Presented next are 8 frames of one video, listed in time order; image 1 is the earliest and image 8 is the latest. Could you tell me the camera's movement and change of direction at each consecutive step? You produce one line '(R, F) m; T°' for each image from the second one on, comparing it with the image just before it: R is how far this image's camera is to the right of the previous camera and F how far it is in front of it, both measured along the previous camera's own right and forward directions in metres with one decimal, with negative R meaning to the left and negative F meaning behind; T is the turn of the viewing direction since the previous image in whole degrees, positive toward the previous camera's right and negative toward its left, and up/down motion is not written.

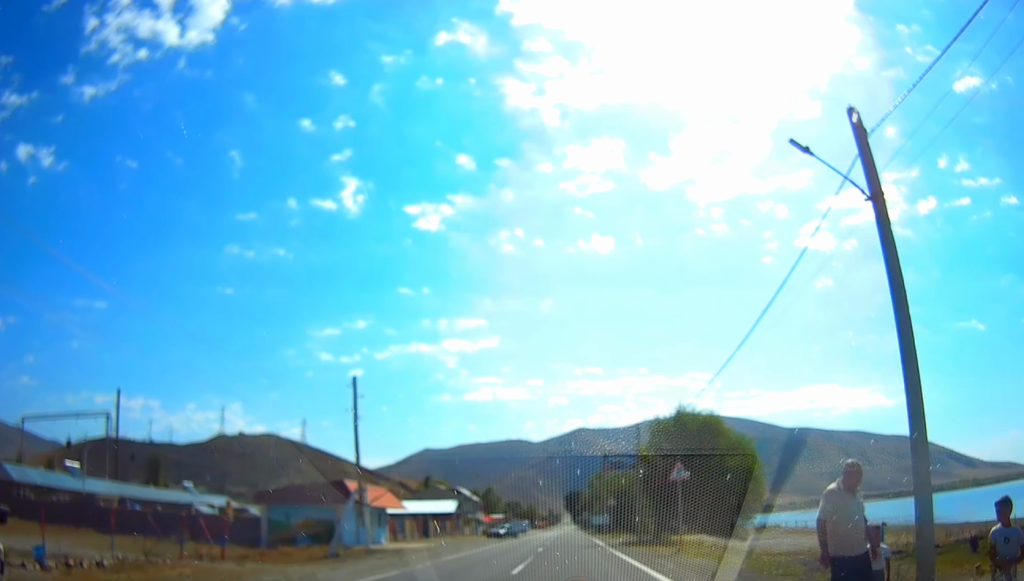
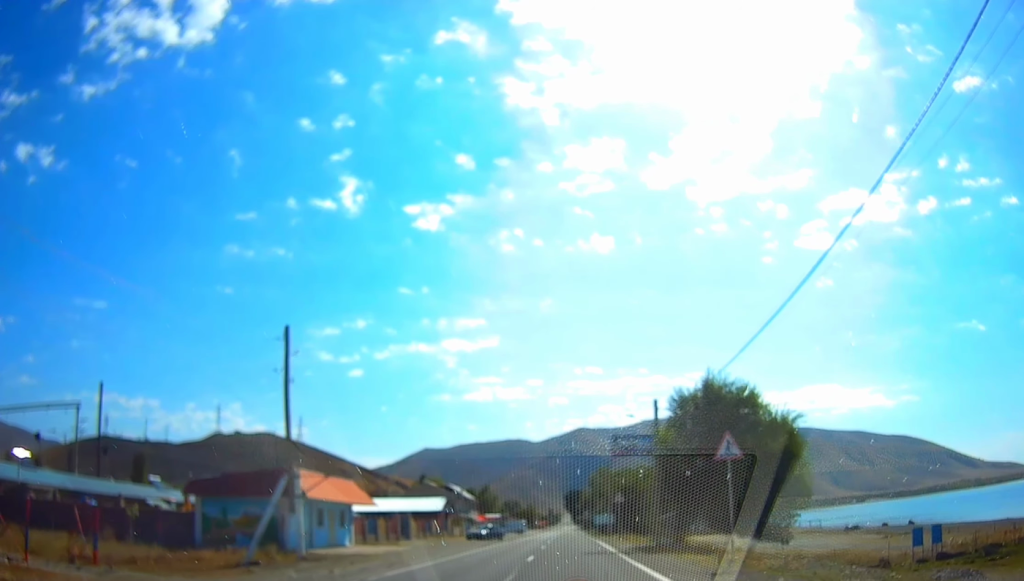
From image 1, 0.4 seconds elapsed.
(0.0, +8.5) m; 0°
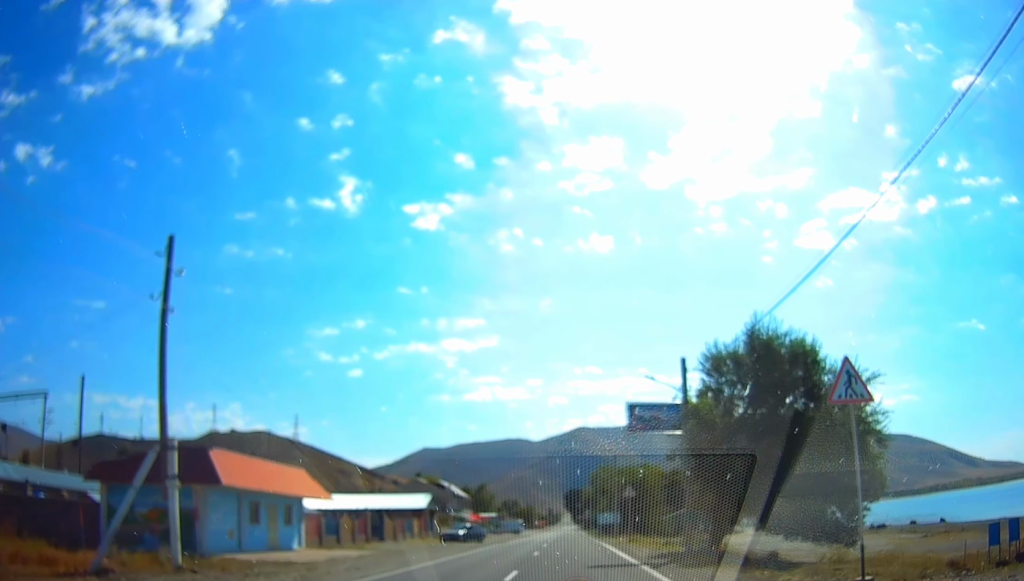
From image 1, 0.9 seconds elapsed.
(0.0, +8.1) m; 0°
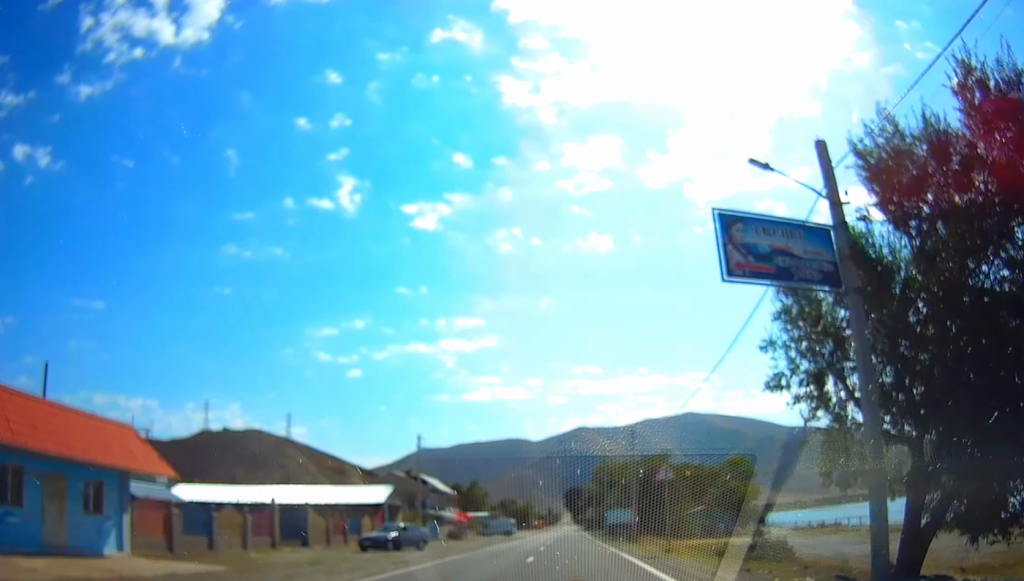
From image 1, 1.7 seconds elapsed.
(0.0, +14.7) m; 0°
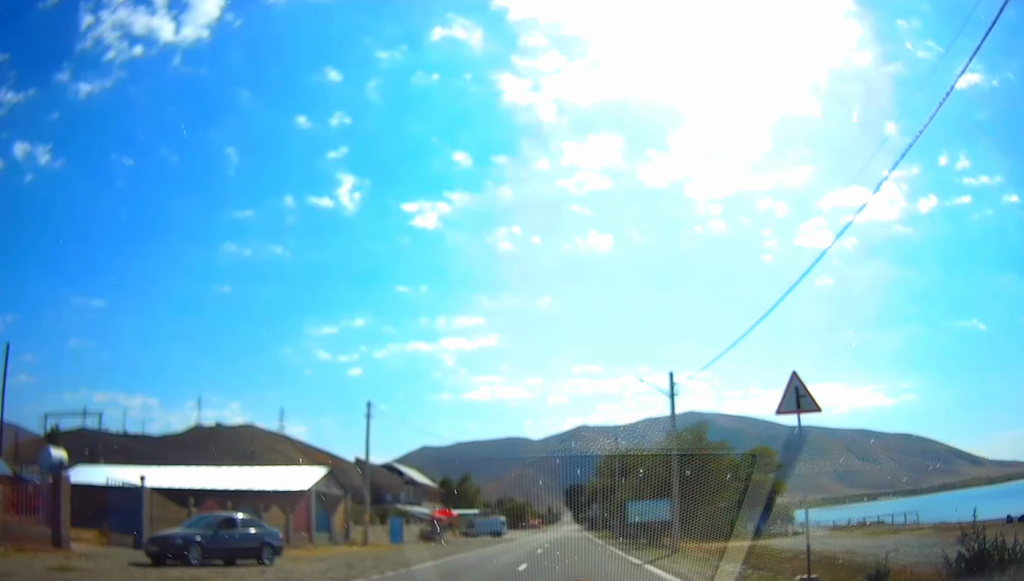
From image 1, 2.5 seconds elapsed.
(0.0, +15.4) m; 0°
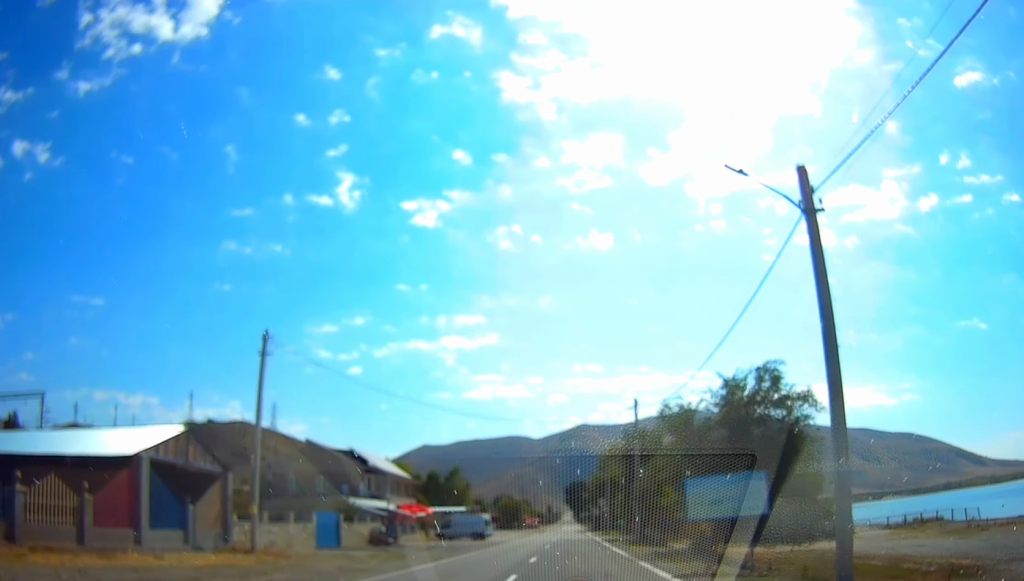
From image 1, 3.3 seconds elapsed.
(0.0, +15.5) m; 0°
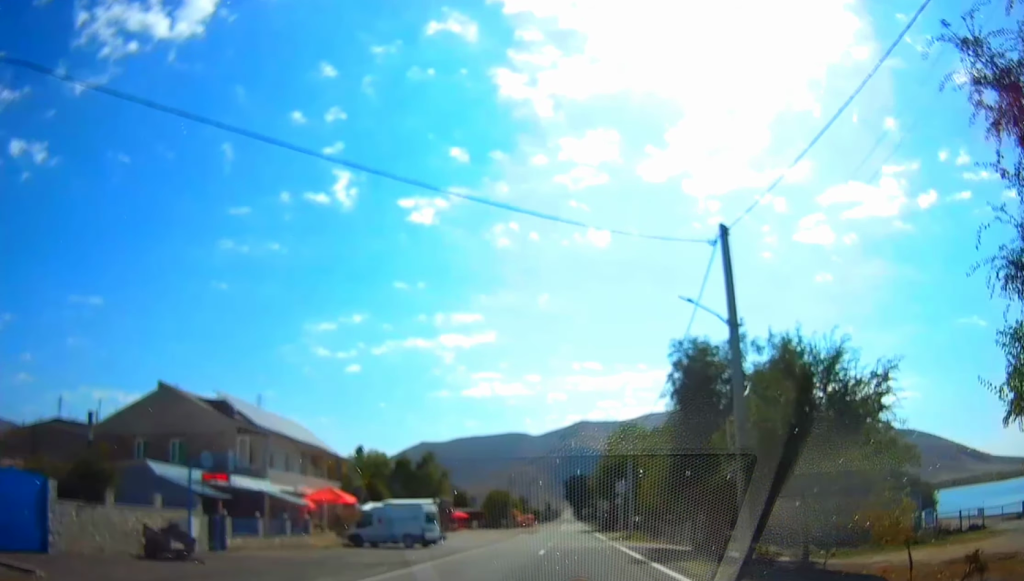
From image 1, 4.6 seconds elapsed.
(0.0, +25.7) m; 0°
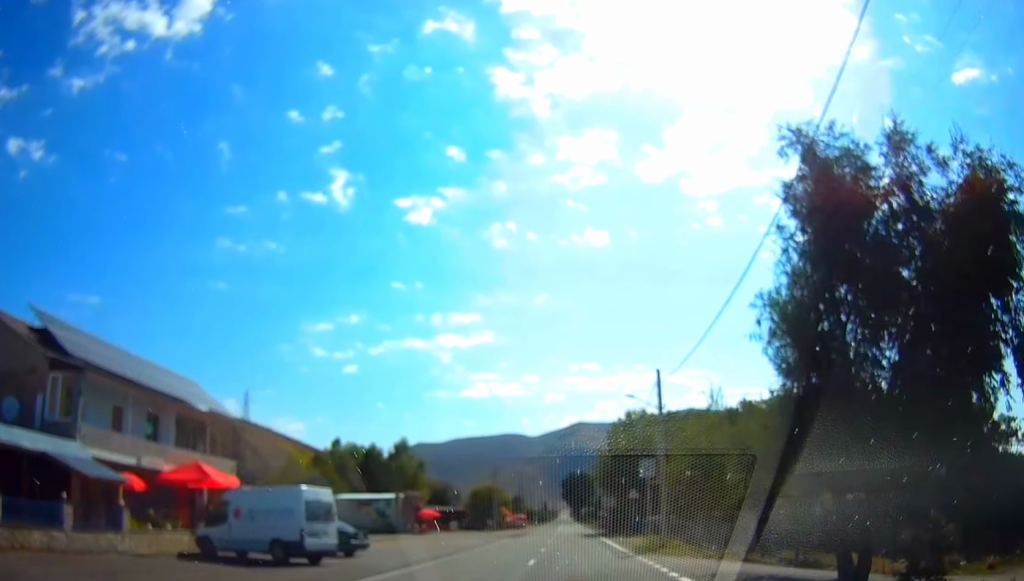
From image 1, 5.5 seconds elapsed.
(-0.1, +16.0) m; 0°
